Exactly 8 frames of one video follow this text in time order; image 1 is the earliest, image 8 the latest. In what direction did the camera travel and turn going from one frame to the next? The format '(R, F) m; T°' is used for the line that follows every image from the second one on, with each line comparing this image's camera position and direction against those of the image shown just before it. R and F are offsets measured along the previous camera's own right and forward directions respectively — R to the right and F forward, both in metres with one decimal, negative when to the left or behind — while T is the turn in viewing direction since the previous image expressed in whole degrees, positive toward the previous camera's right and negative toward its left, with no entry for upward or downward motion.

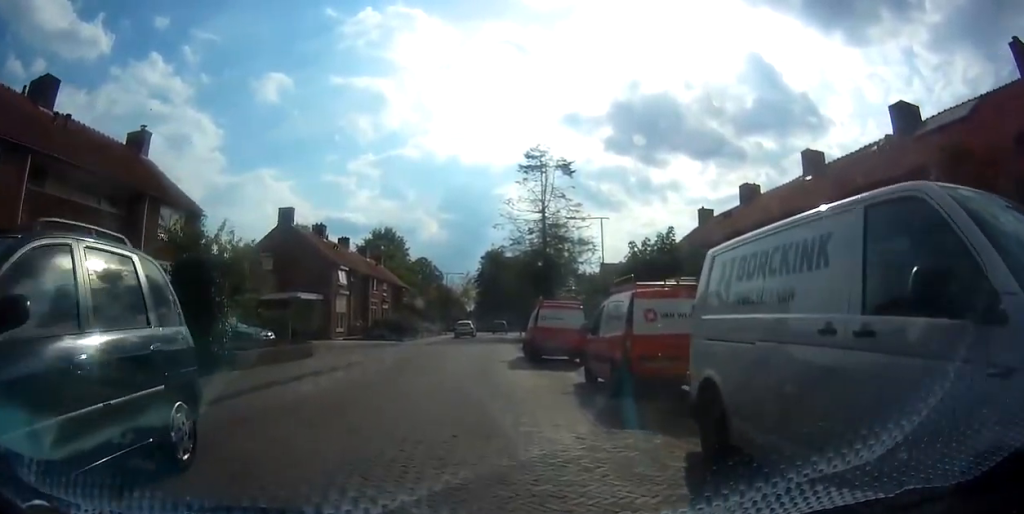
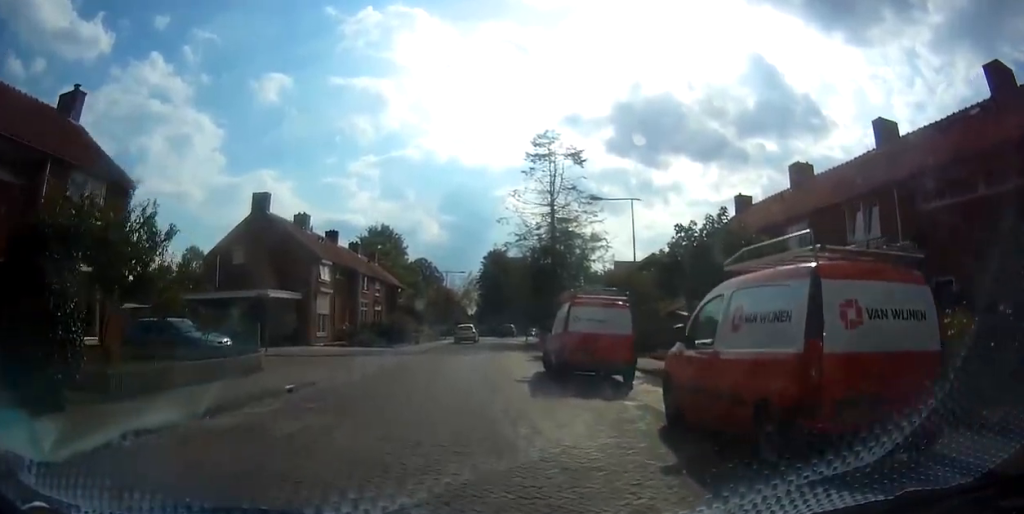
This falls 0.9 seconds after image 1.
(0.0, +5.0) m; +1°
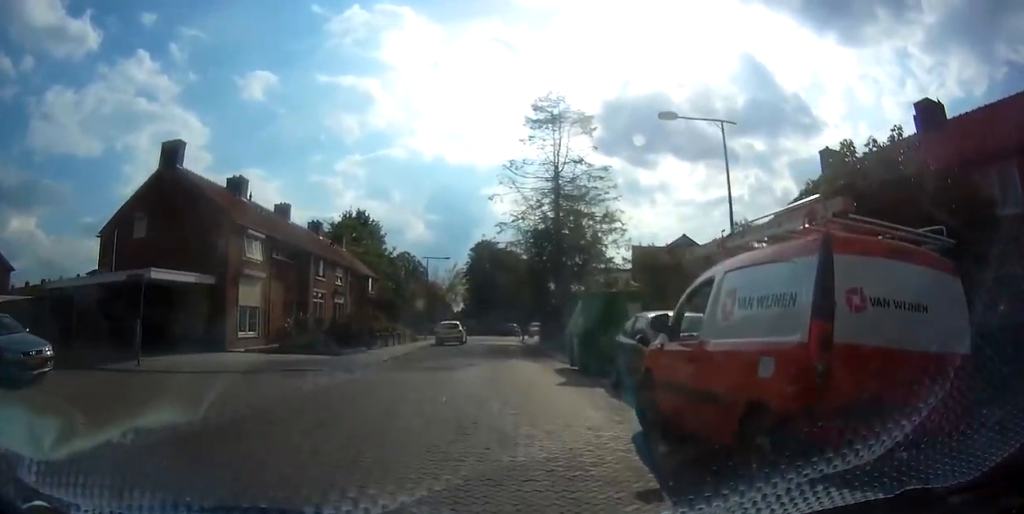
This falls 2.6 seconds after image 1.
(+0.2, +9.6) m; +4°
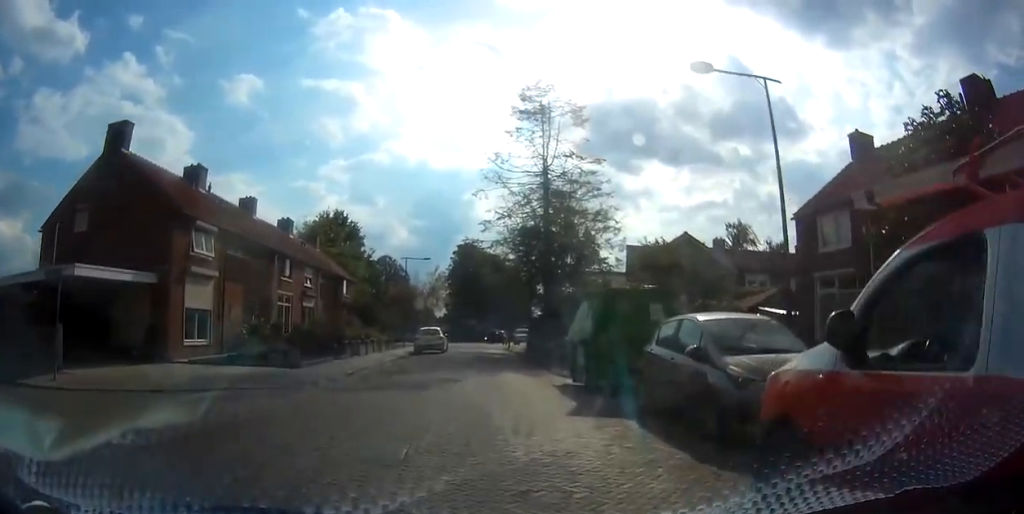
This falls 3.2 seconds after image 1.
(+0.1, +3.2) m; +2°
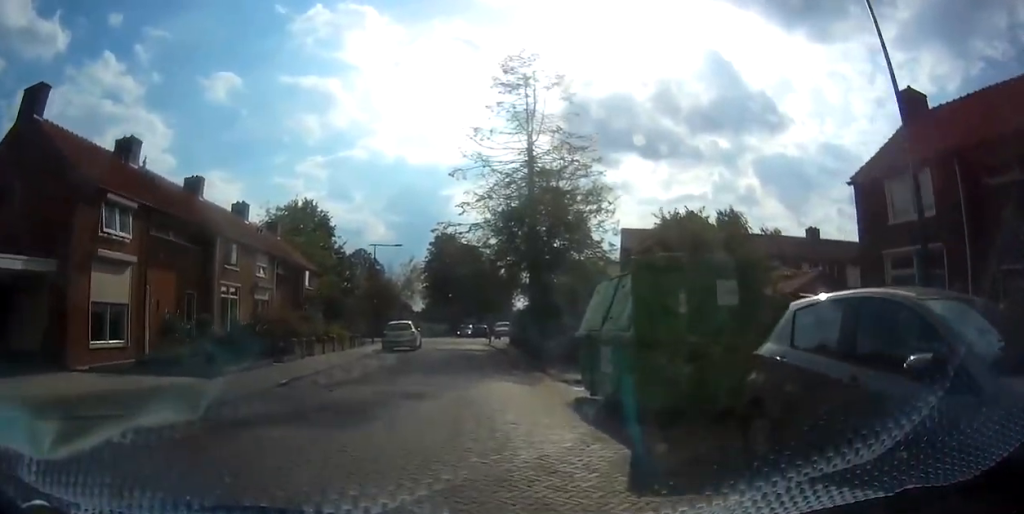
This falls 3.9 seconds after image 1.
(0.0, +4.3) m; +1°
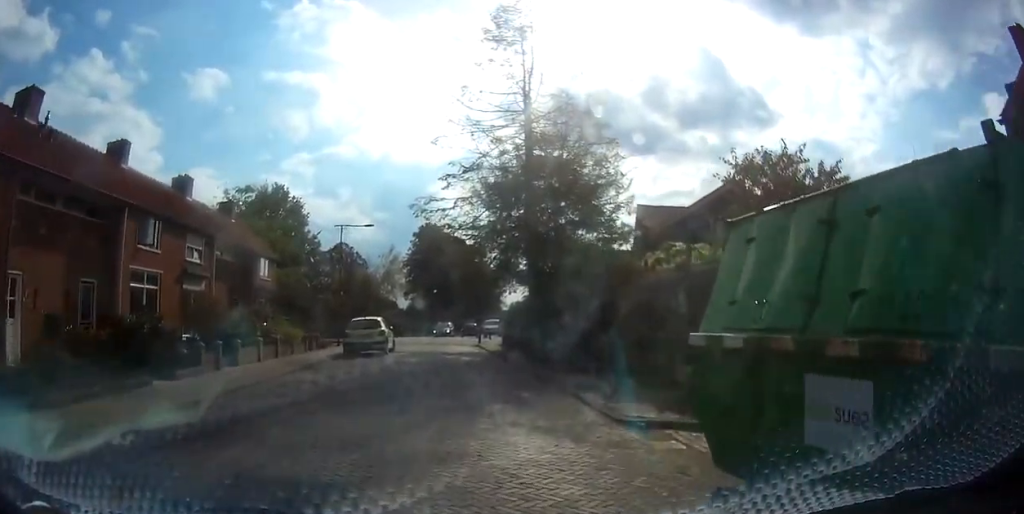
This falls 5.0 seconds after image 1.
(0.0, +6.1) m; 0°
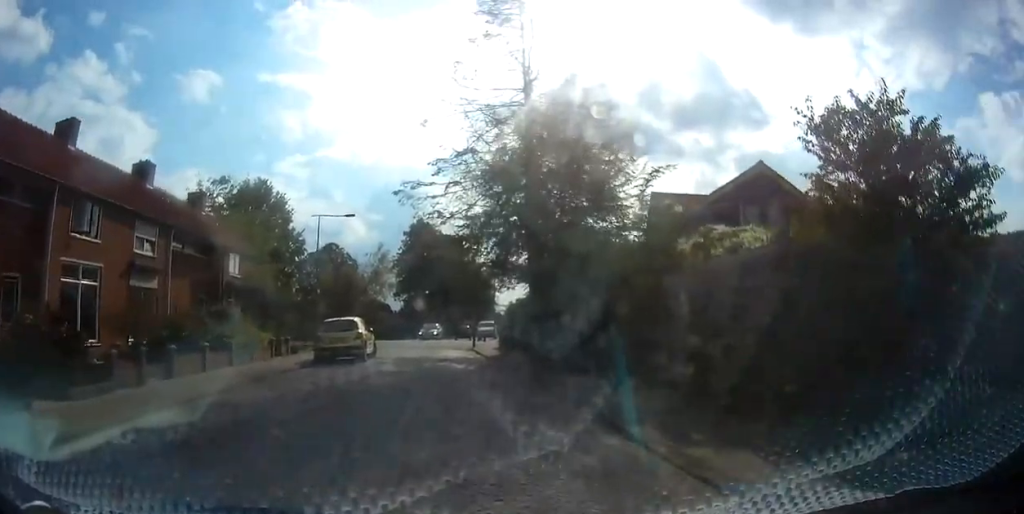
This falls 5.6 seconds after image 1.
(0.0, +3.4) m; 0°
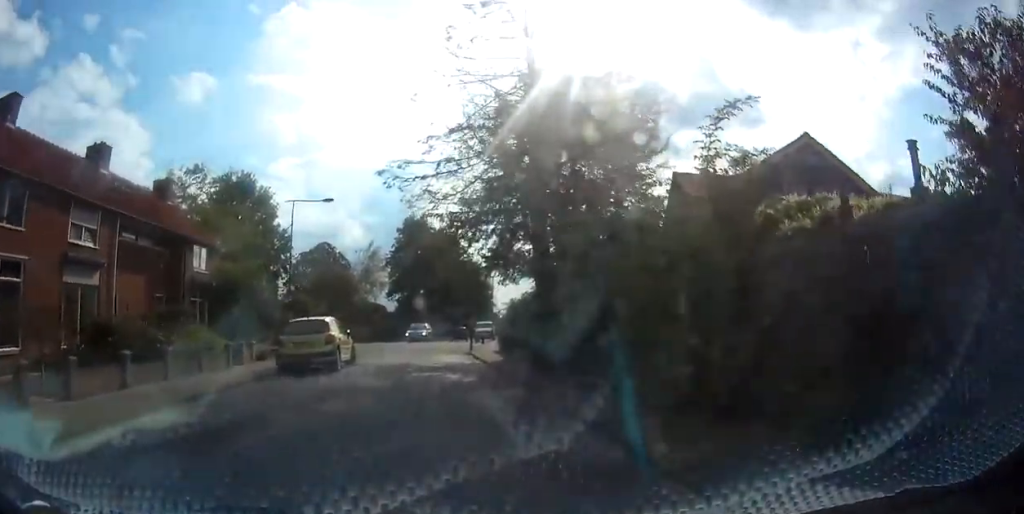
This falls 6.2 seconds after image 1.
(0.0, +3.6) m; 0°
